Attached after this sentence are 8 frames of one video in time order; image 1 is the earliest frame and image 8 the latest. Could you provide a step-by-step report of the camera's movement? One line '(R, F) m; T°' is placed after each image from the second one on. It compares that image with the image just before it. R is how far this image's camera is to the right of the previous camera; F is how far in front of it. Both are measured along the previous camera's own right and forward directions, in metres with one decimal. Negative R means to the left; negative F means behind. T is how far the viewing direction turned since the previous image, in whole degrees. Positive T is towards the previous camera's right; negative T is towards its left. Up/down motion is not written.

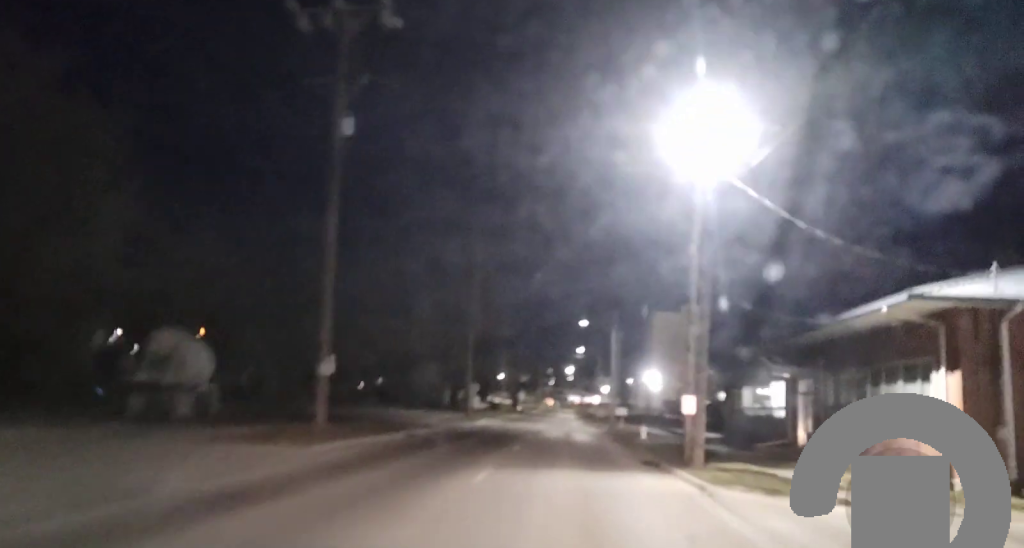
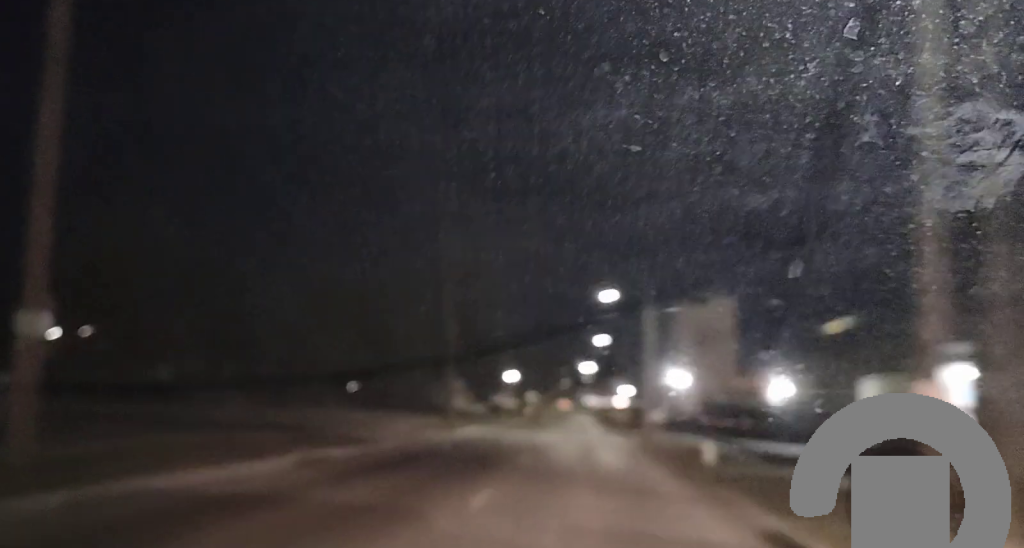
(-0.2, +14.5) m; 0°
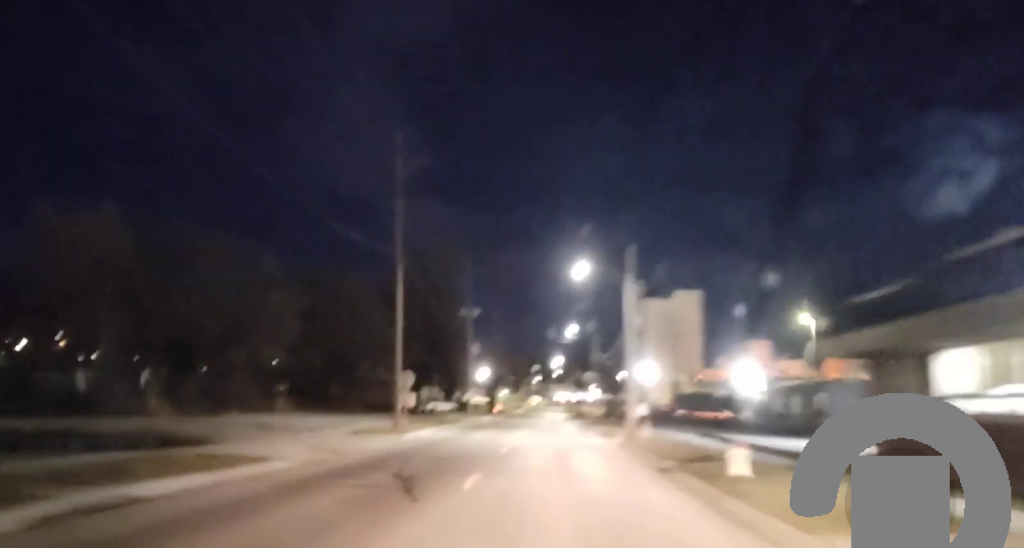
(+0.2, +10.9) m; +2°
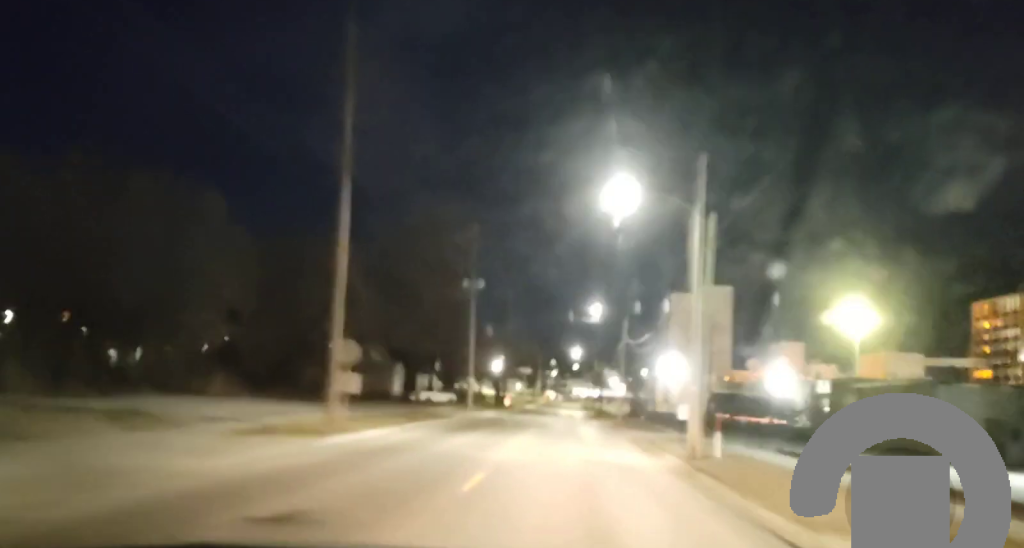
(+0.4, +14.2) m; +1°
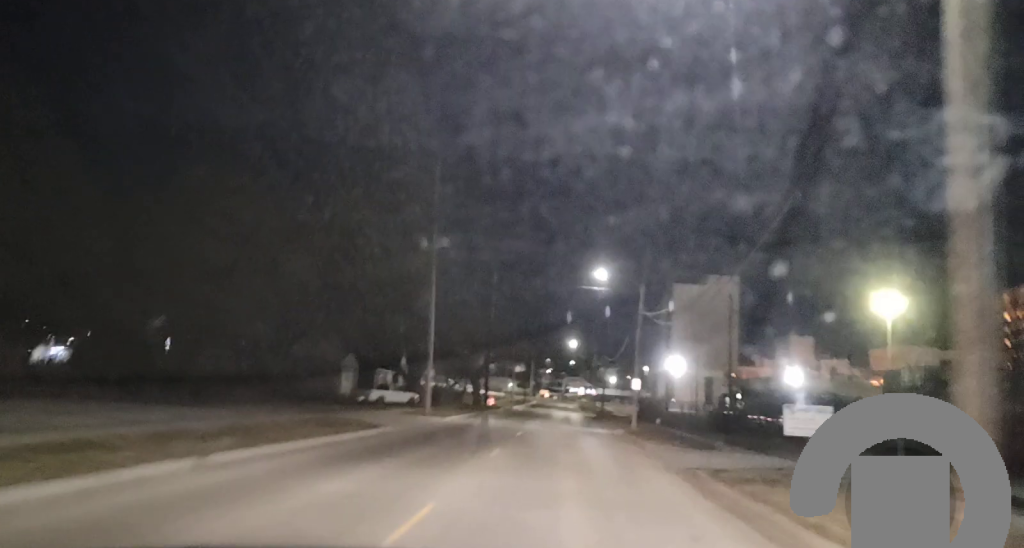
(-0.3, +16.8) m; -3°
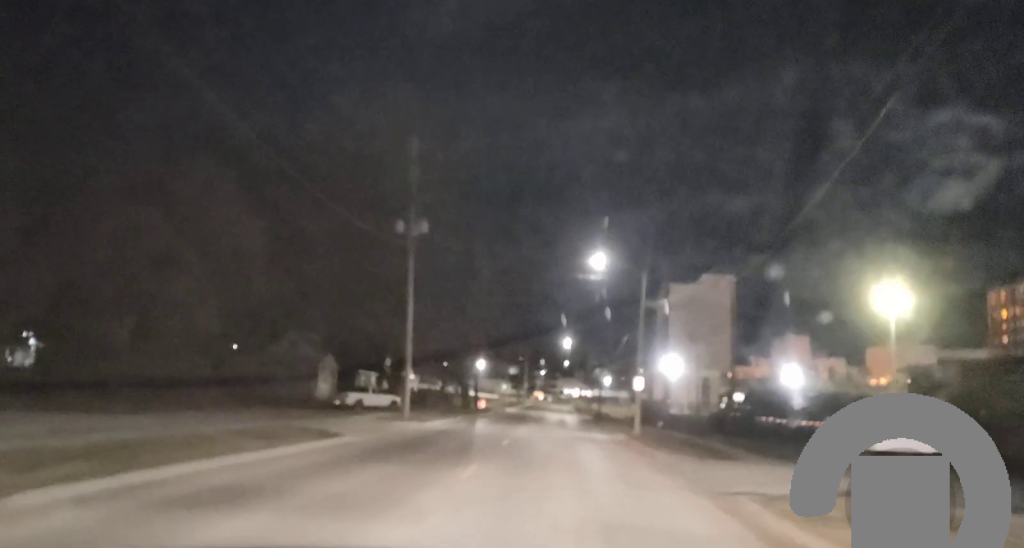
(-0.1, +5.2) m; 0°
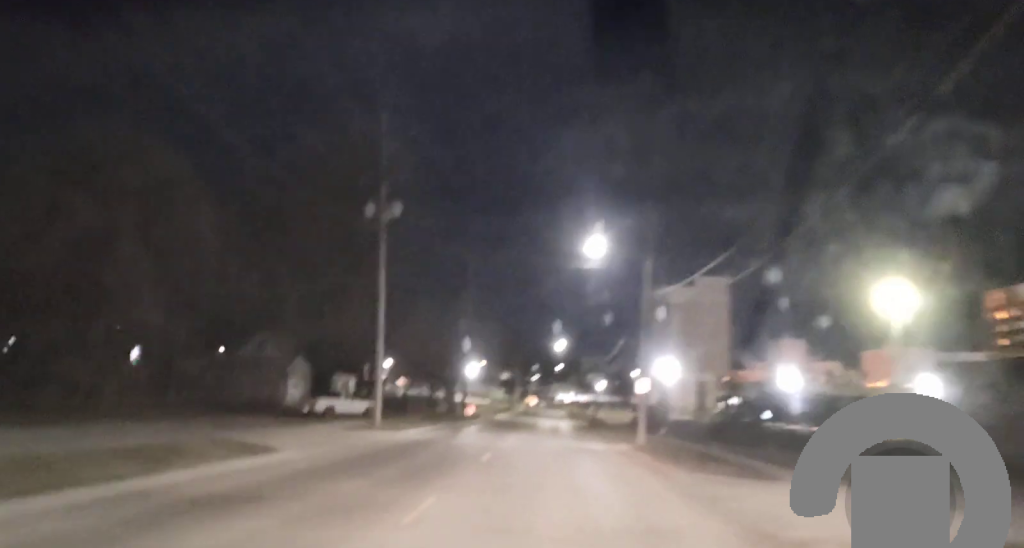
(-0.1, +5.2) m; 0°
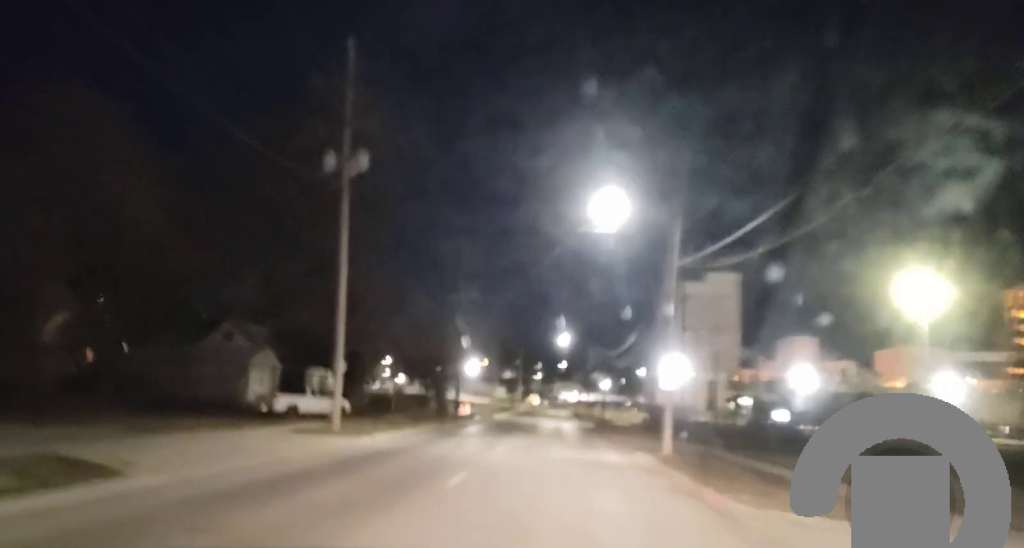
(+0.1, +7.3) m; +1°
